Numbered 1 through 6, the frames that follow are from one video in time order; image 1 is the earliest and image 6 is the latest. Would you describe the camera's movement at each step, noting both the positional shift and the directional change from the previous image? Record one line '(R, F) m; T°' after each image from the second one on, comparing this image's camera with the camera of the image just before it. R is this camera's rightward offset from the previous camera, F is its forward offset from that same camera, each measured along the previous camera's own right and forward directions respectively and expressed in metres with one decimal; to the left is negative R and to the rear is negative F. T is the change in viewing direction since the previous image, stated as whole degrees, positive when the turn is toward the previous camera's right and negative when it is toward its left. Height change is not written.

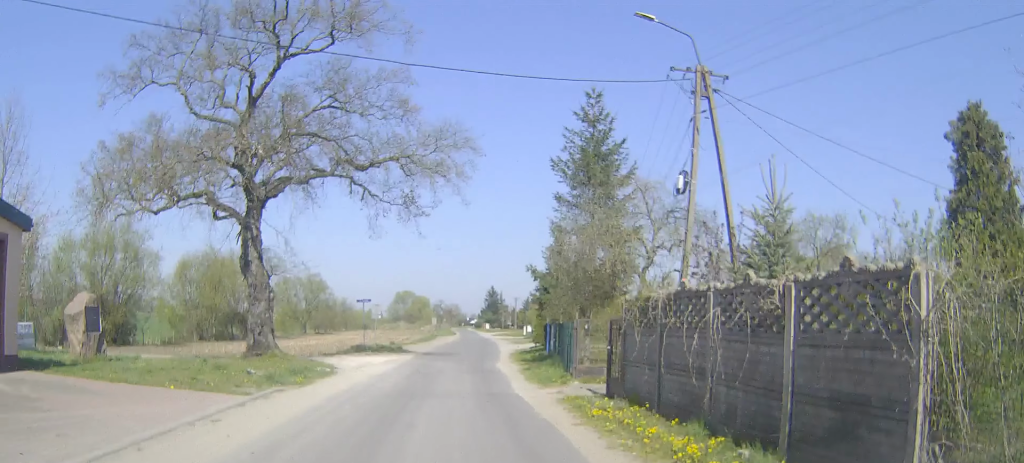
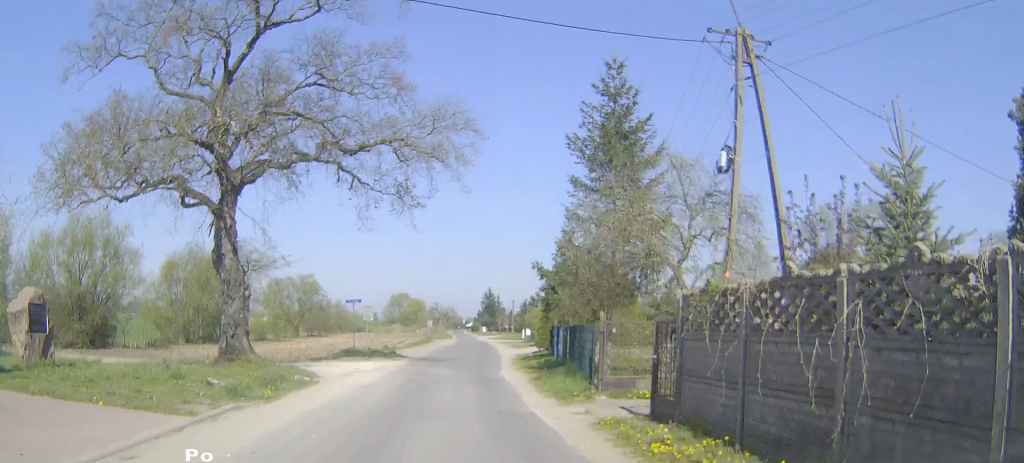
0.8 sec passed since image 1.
(0.0, +3.1) m; 0°
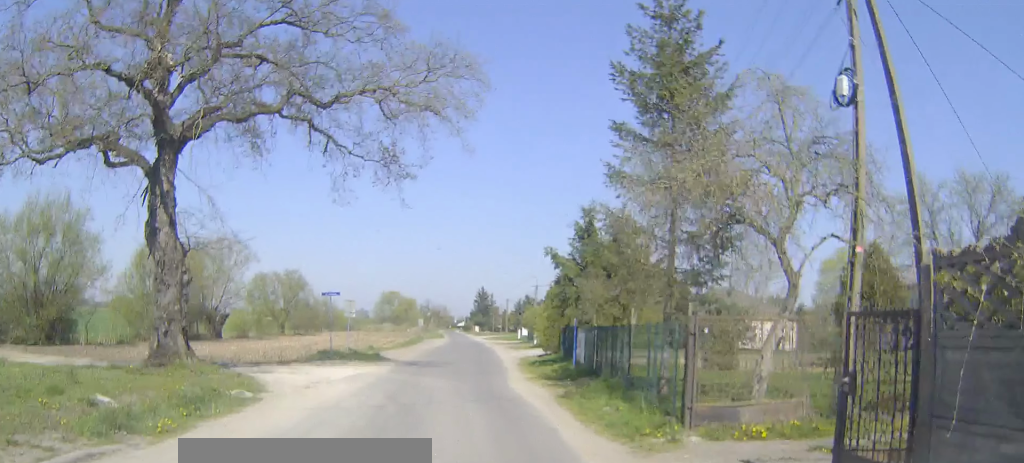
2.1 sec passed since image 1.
(0.0, +5.5) m; 0°
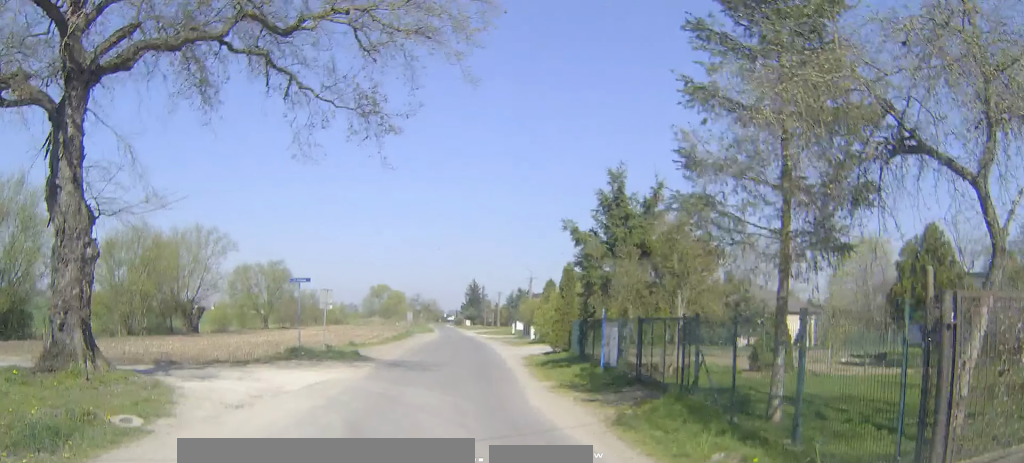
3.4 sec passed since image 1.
(0.0, +5.1) m; +1°
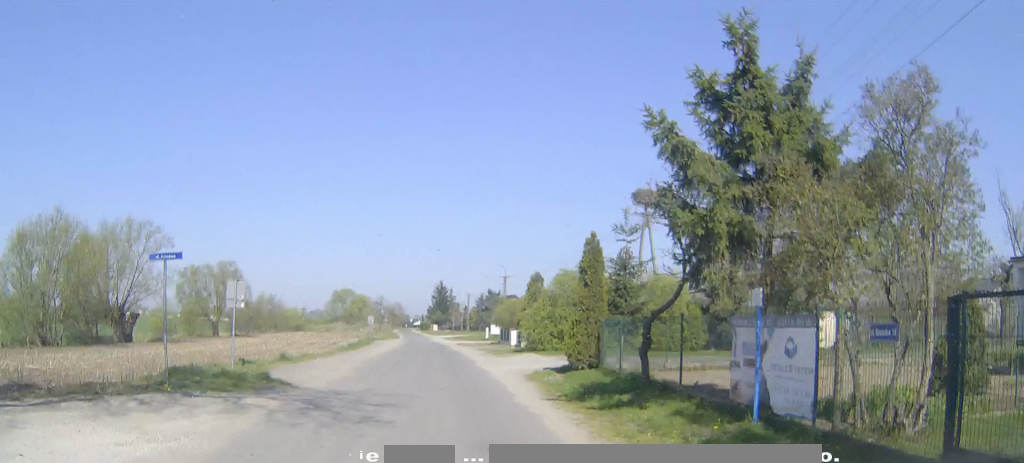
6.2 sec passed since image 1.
(+0.3, +11.0) m; +1°
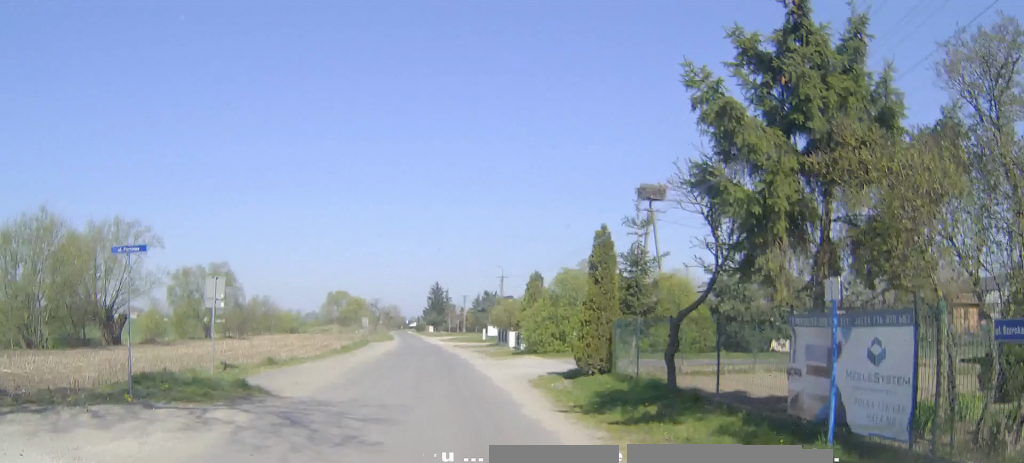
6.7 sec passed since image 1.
(0.0, +2.0) m; 0°
